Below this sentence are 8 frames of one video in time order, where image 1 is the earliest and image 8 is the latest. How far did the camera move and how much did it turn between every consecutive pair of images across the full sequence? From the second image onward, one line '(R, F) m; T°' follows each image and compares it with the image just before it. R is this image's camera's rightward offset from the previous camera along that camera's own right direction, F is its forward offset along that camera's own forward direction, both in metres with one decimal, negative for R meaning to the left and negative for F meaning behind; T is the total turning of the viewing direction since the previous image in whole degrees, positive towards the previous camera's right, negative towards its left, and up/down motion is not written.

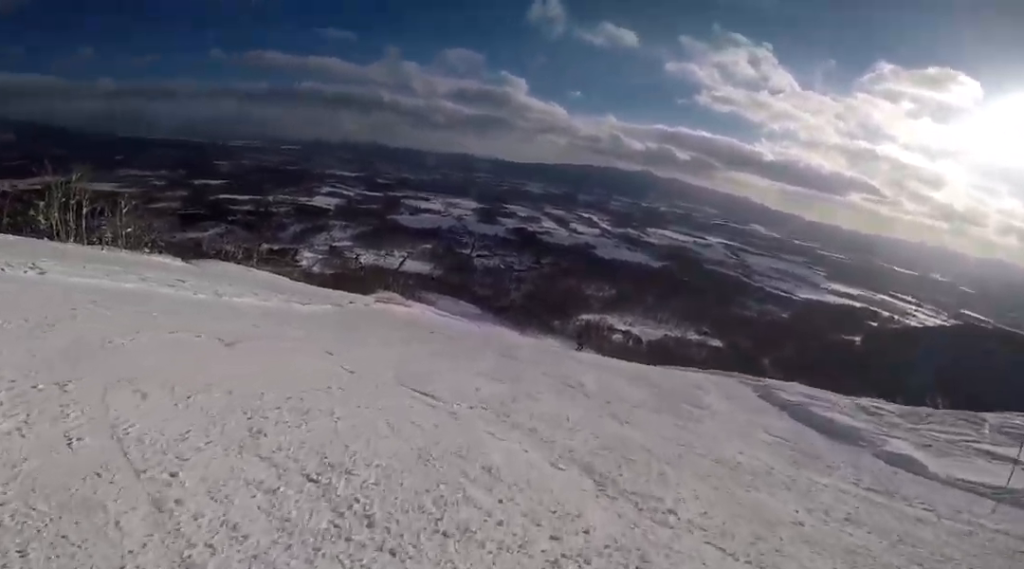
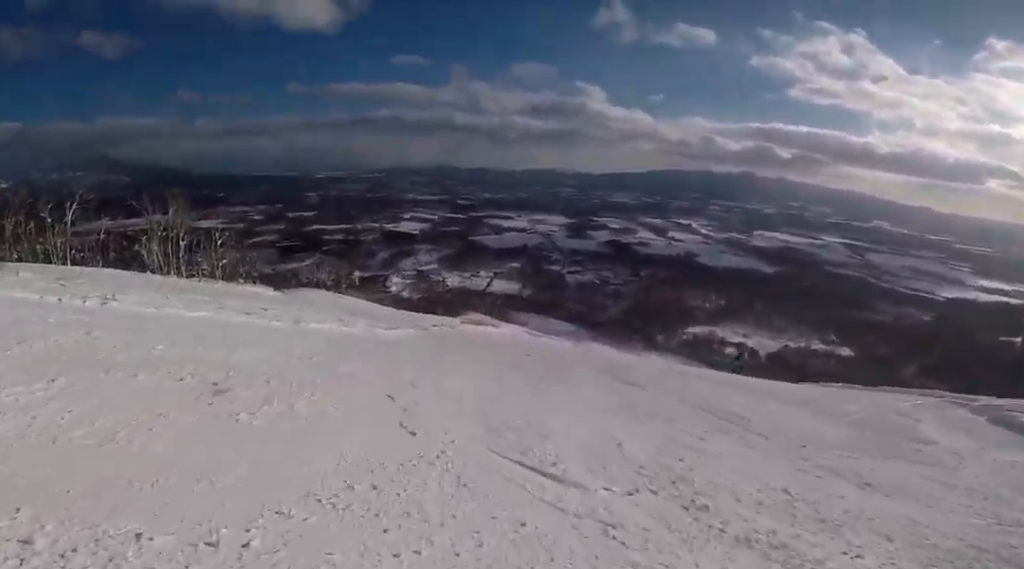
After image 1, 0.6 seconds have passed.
(-0.5, +2.8) m; -16°
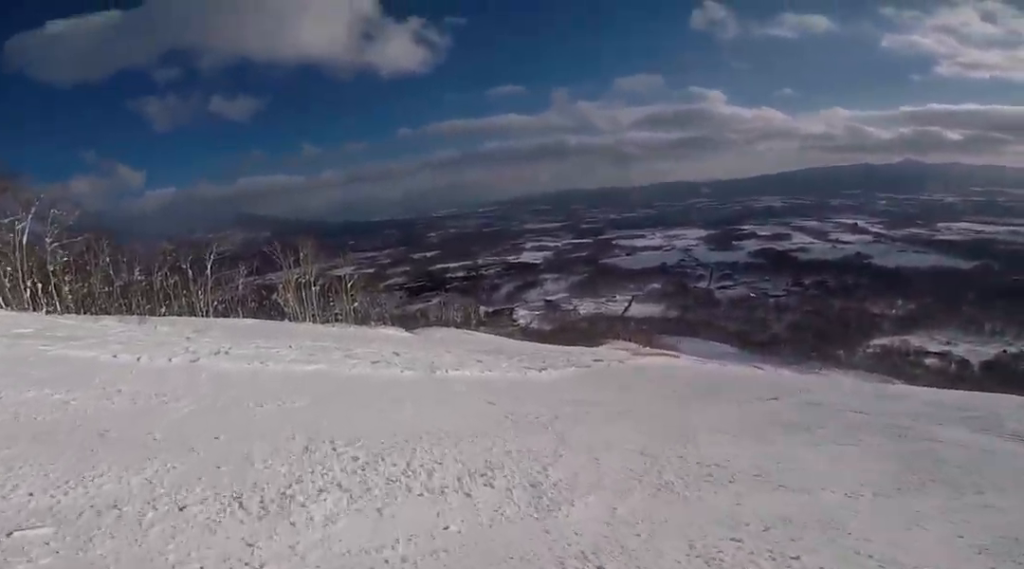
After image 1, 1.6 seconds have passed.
(-1.3, +5.8) m; -7°
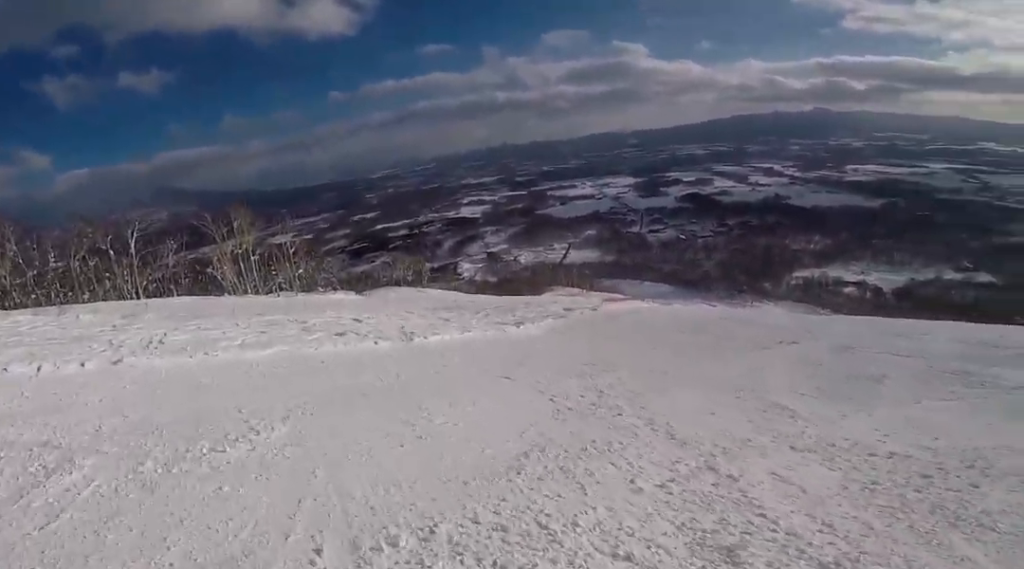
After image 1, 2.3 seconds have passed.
(-0.4, +3.5) m; +11°
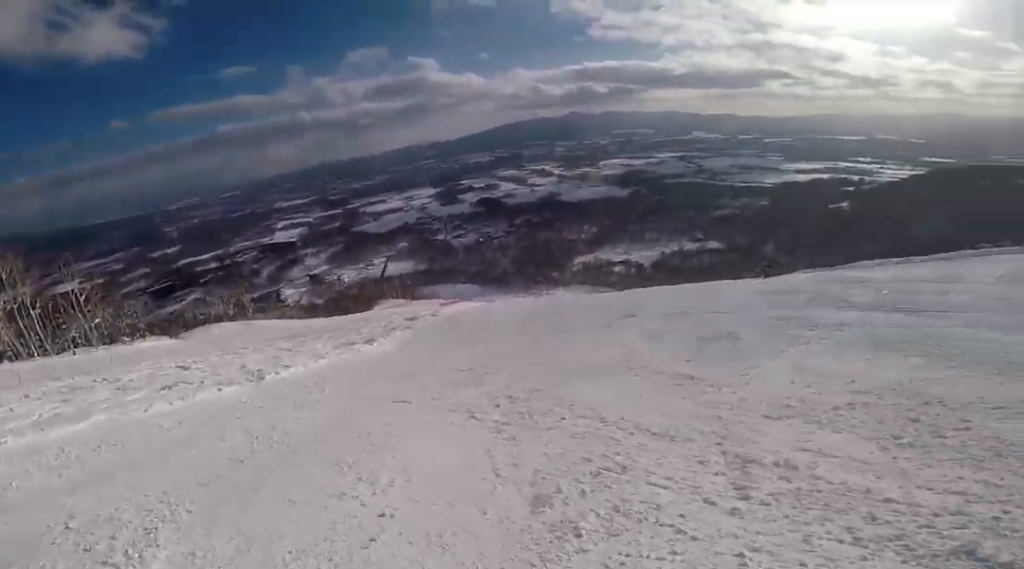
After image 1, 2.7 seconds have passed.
(+0.6, +1.7) m; +20°
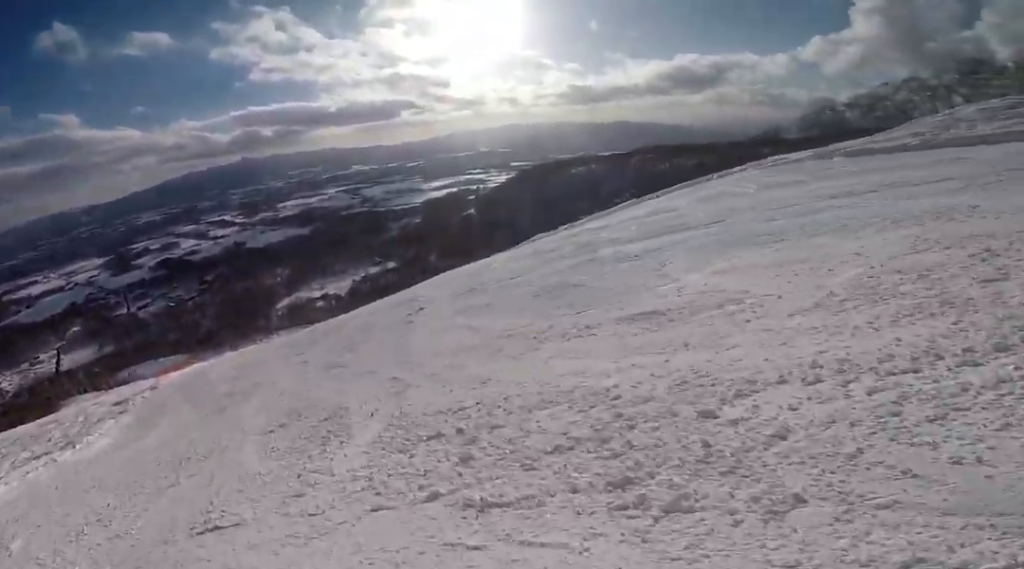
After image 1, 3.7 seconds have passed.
(+1.6, +3.8) m; +40°
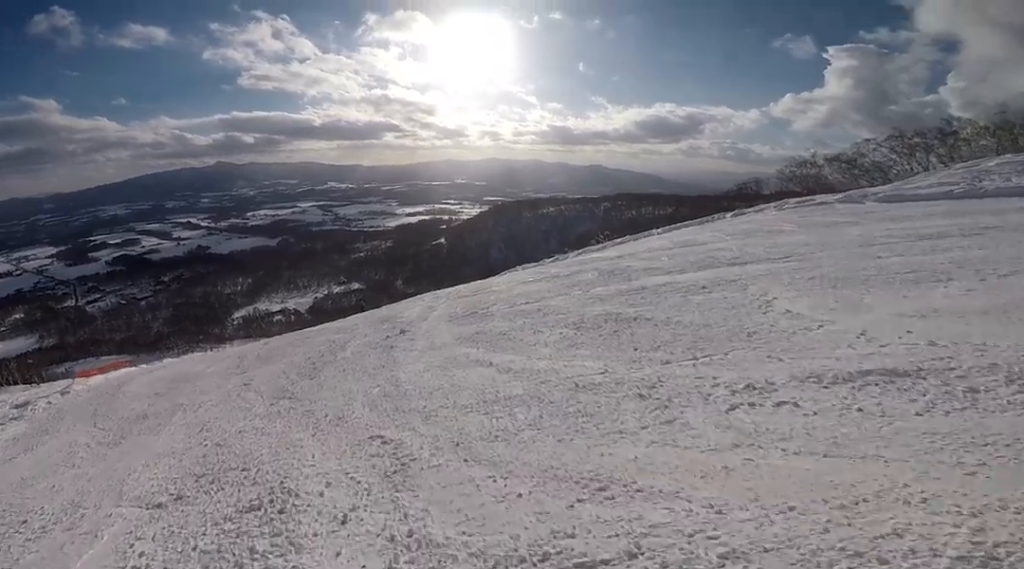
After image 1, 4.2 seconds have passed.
(+0.7, +2.8) m; +13°
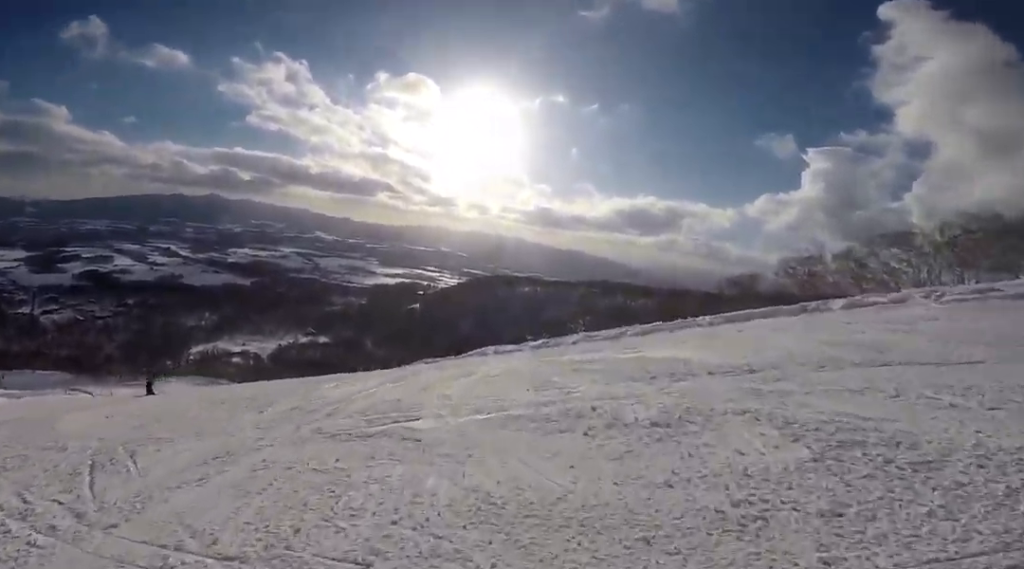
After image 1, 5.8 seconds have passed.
(+1.3, +8.2) m; +11°
